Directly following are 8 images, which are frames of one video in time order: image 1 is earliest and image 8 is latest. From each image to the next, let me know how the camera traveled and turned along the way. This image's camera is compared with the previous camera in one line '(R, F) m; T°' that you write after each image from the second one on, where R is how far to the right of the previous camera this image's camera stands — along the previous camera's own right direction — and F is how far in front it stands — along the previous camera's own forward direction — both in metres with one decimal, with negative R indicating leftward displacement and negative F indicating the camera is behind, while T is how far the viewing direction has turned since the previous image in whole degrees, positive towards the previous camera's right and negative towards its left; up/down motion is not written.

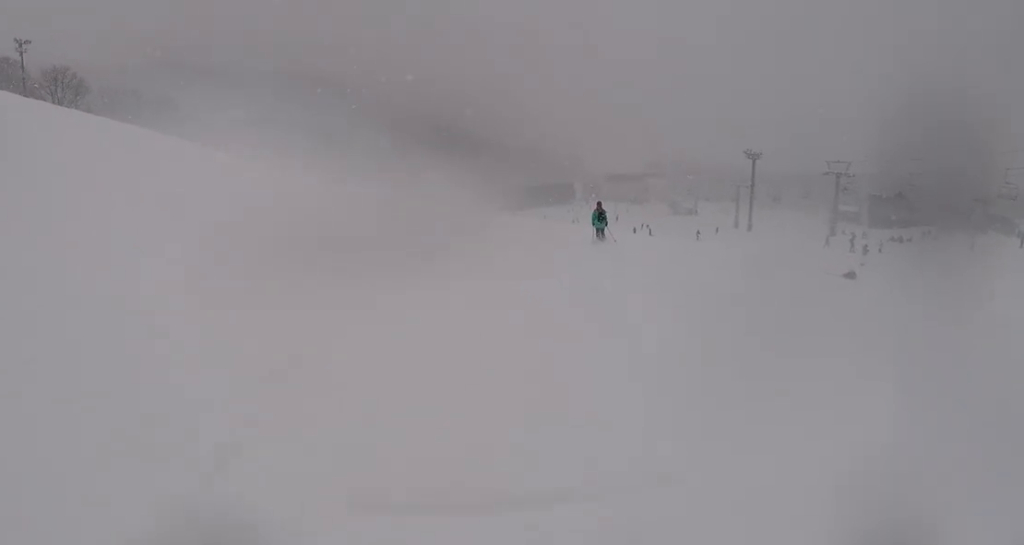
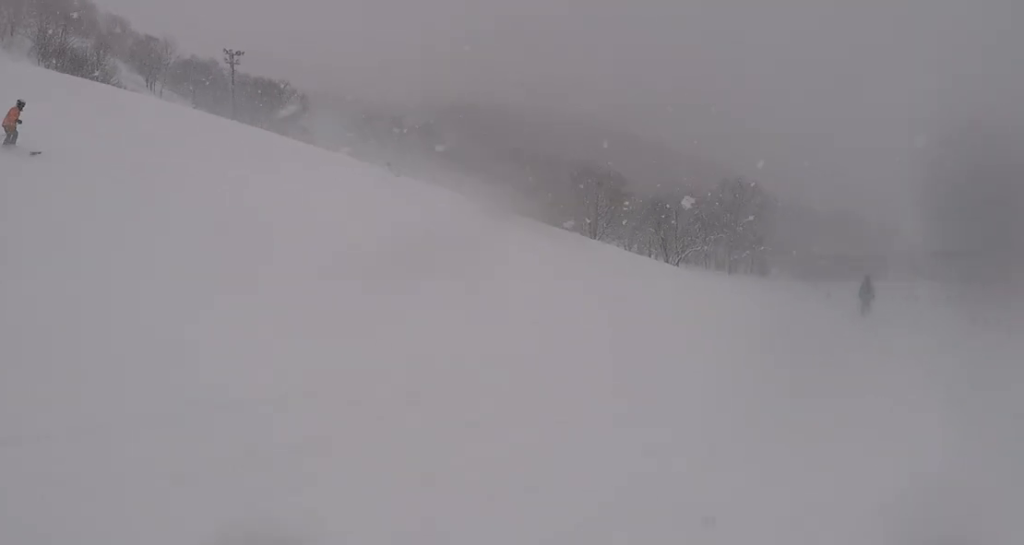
(-1.7, +20.7) m; -6°
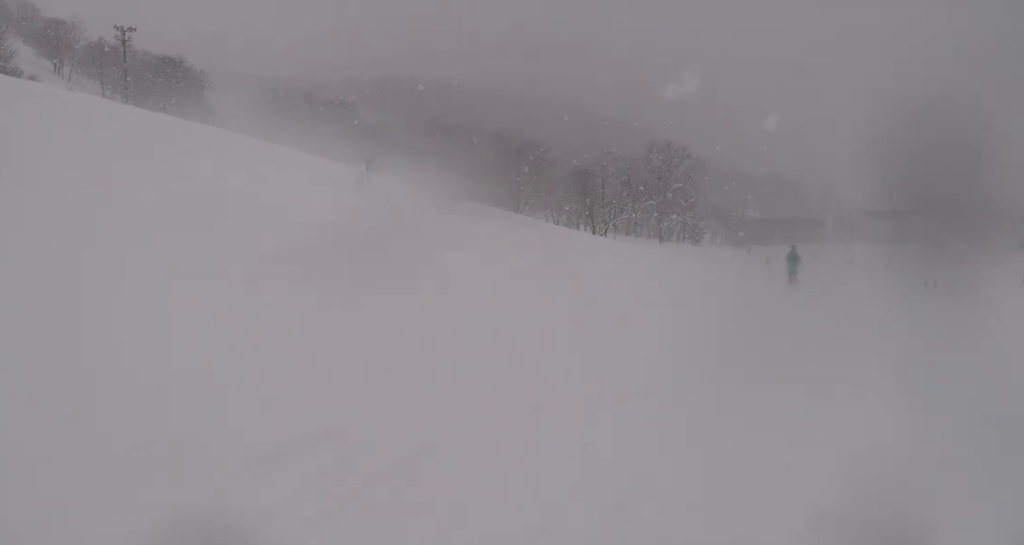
(-0.5, +5.8) m; +1°
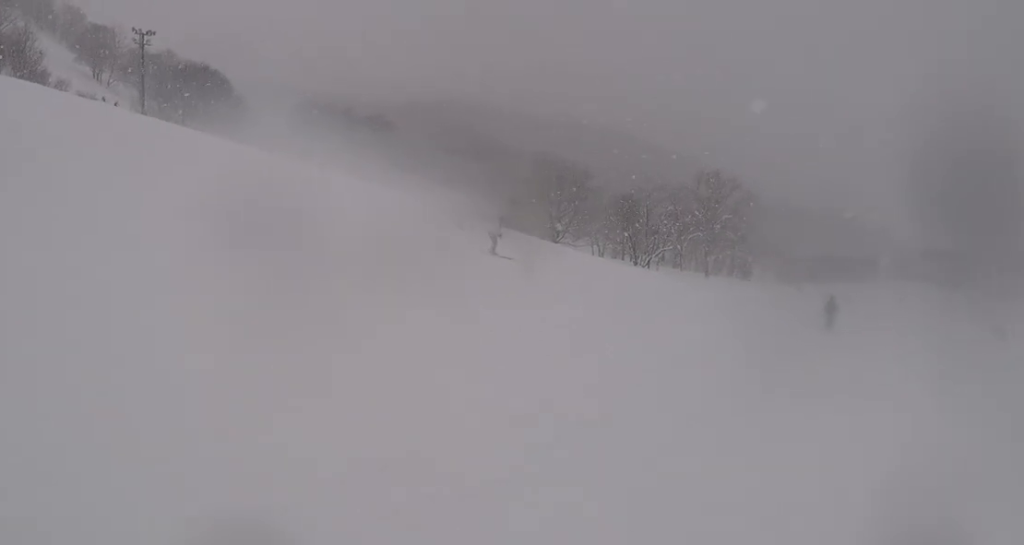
(+0.5, +6.4) m; +3°
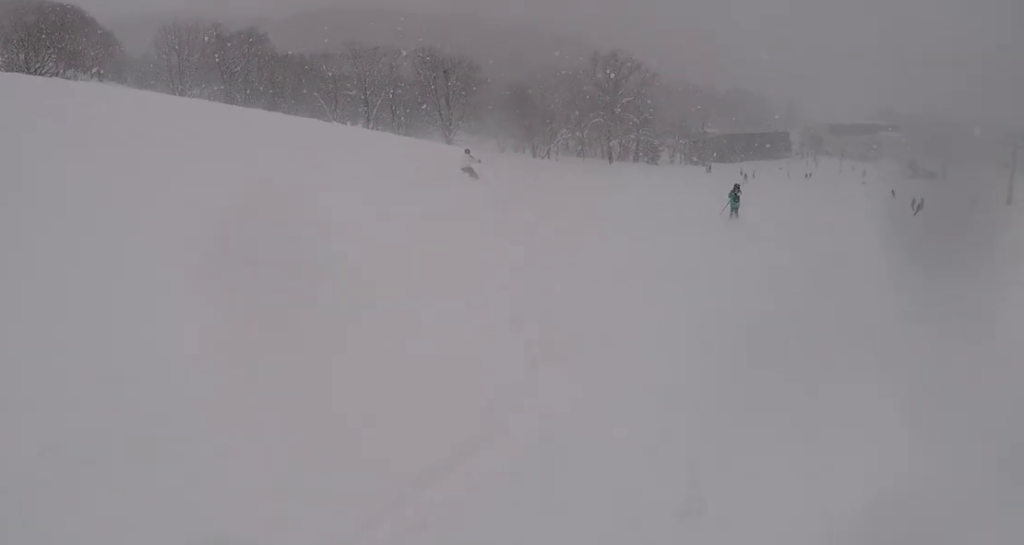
(+0.2, +5.4) m; 0°
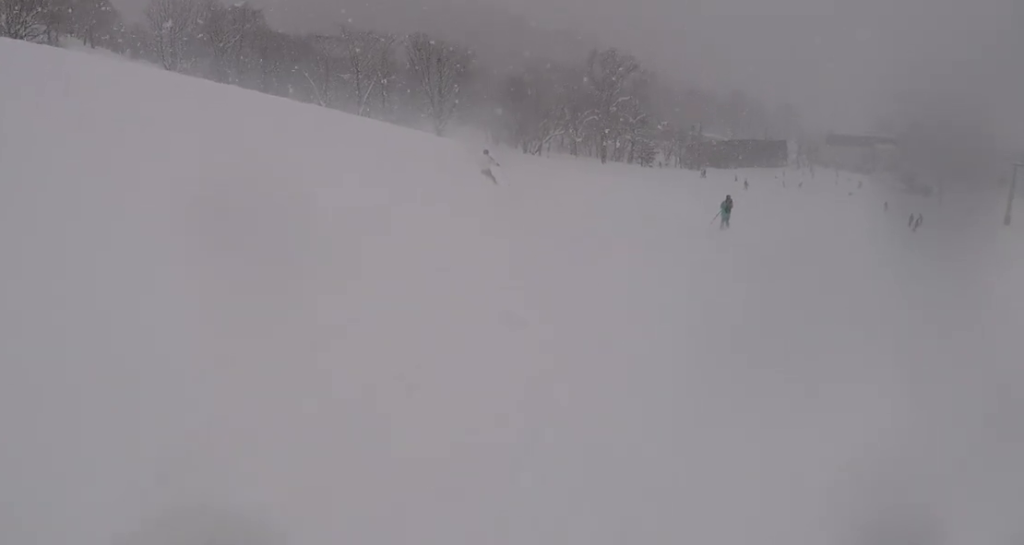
(0.0, +3.6) m; -3°
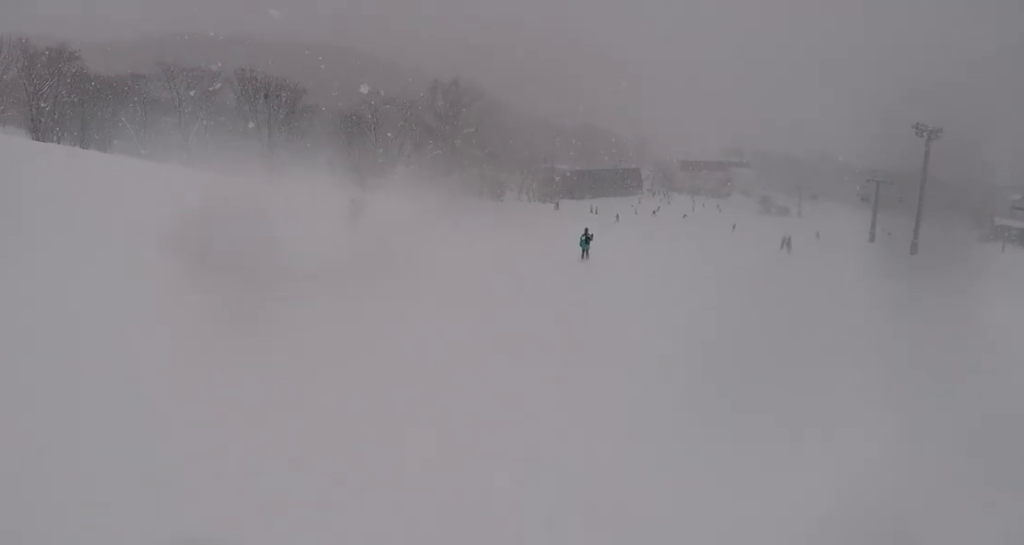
(-0.7, +9.5) m; -6°
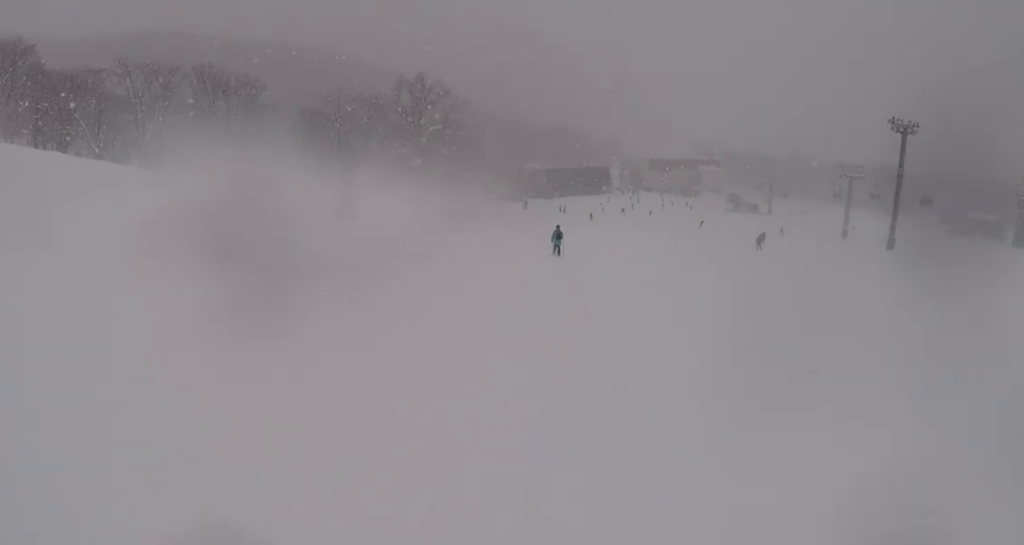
(-0.1, +3.7) m; -1°
